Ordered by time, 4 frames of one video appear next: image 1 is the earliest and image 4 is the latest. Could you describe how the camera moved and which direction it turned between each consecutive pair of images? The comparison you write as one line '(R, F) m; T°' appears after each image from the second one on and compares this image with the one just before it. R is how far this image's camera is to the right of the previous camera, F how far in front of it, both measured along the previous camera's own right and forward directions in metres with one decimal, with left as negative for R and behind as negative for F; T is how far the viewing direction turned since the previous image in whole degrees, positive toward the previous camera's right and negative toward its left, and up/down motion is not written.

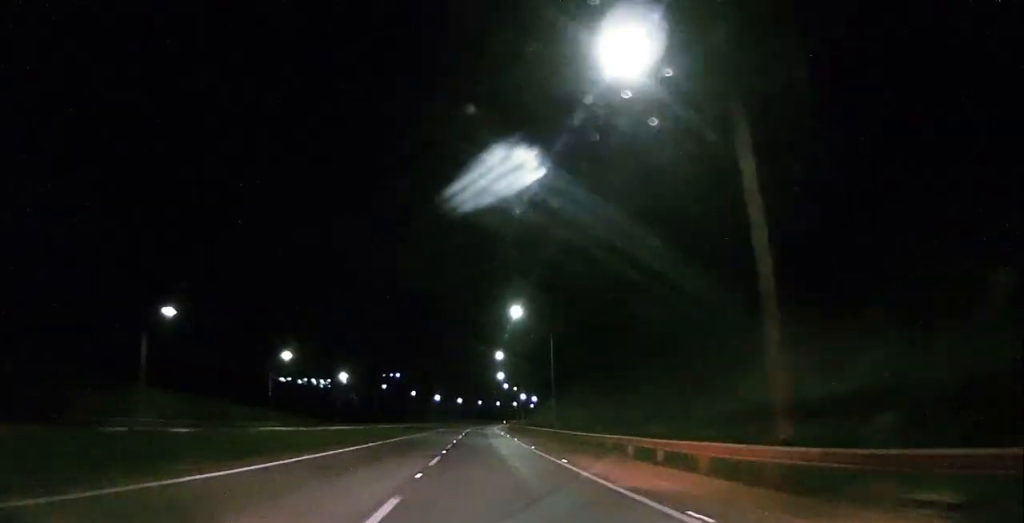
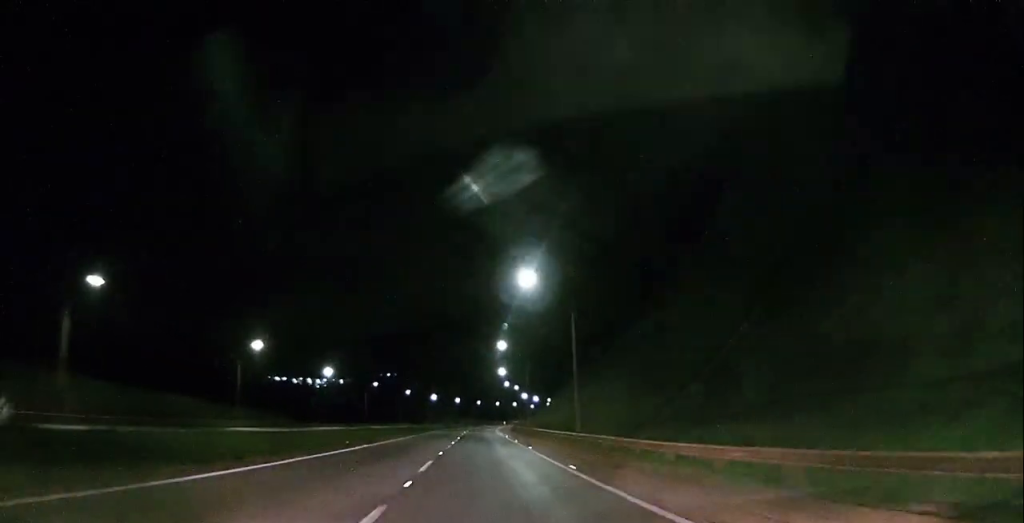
(0.0, +13.5) m; 0°
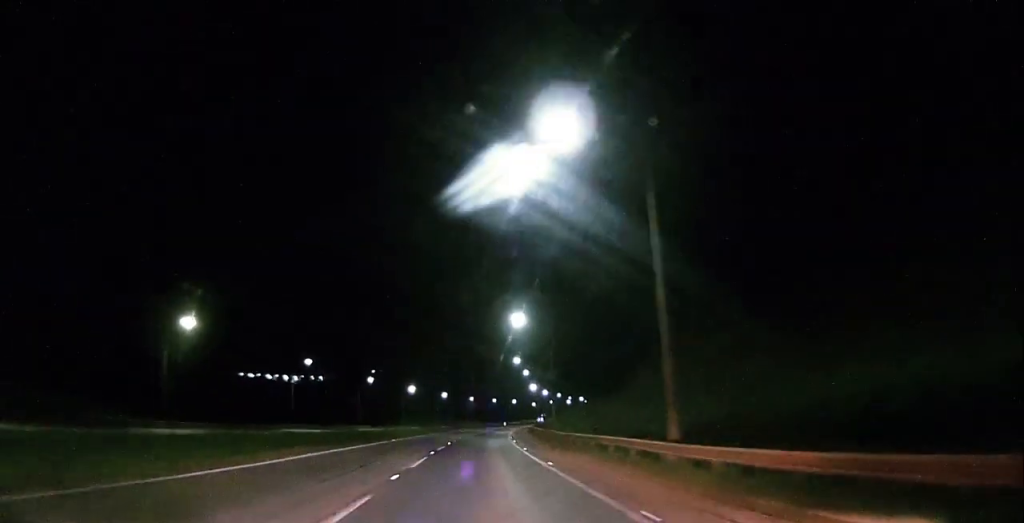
(+0.6, +62.6) m; +1°
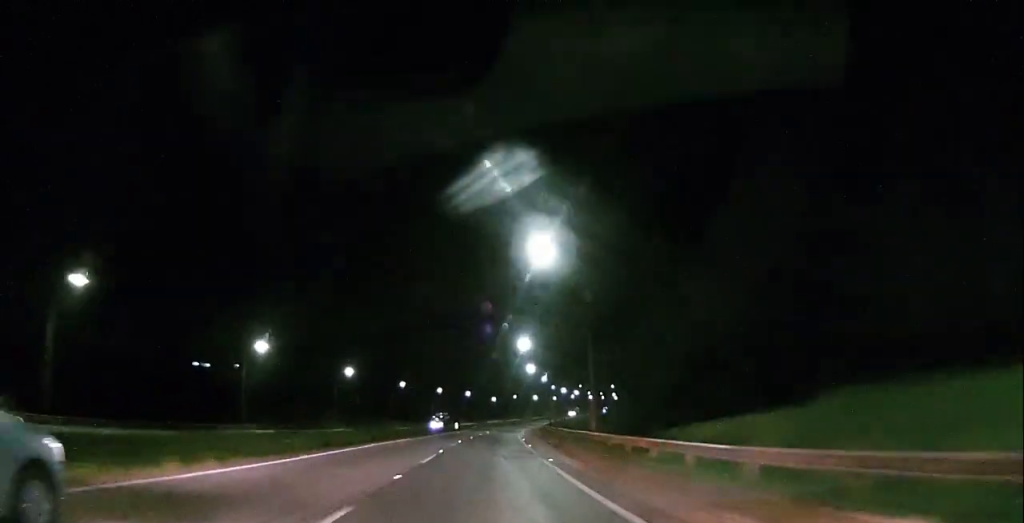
(+0.3, +99.2) m; +2°
